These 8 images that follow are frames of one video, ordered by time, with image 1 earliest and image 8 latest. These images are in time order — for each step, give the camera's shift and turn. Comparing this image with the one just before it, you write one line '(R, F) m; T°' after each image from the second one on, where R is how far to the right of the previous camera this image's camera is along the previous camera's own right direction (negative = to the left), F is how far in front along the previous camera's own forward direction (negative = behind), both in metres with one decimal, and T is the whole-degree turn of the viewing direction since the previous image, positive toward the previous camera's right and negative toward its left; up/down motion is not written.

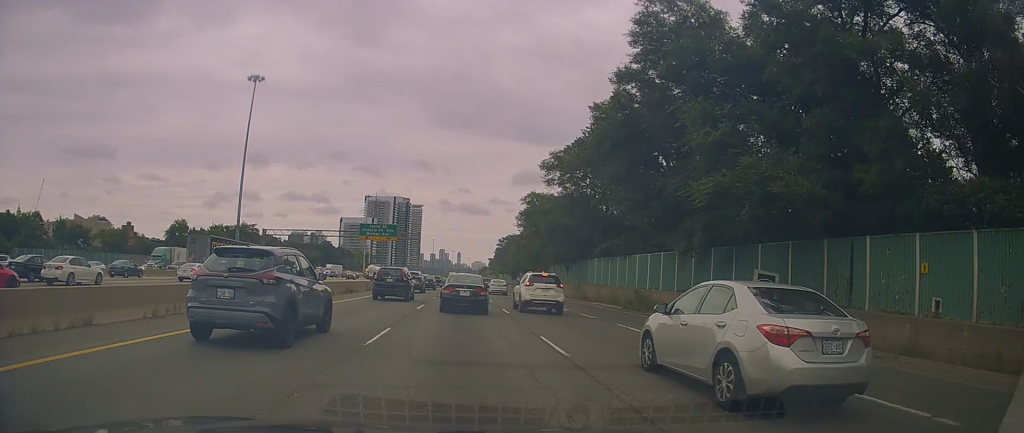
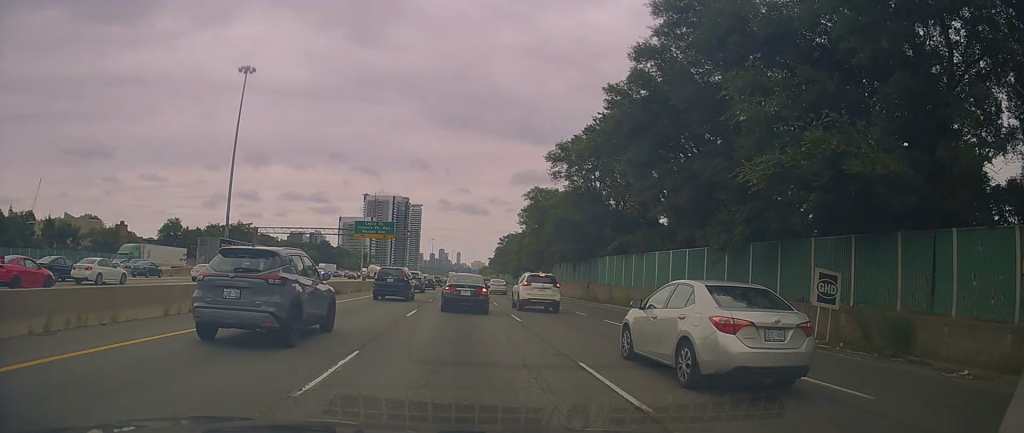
(0.0, +4.7) m; 0°
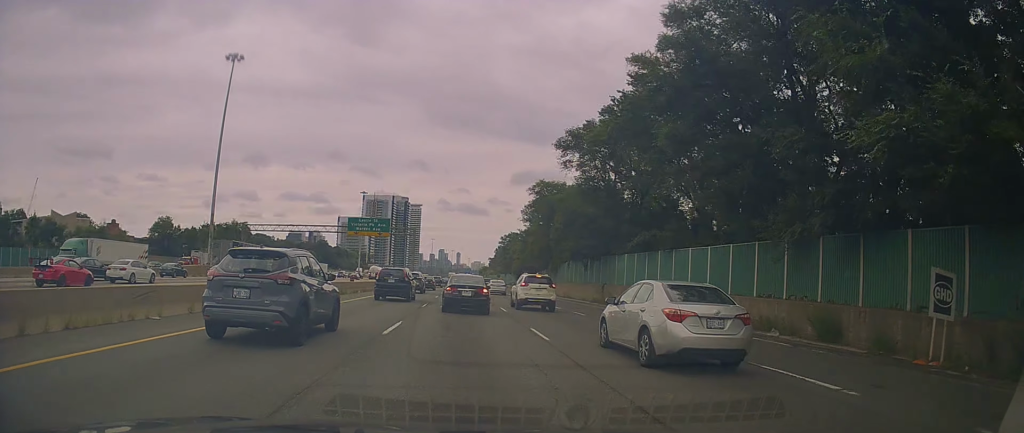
(0.0, +6.0) m; -3°
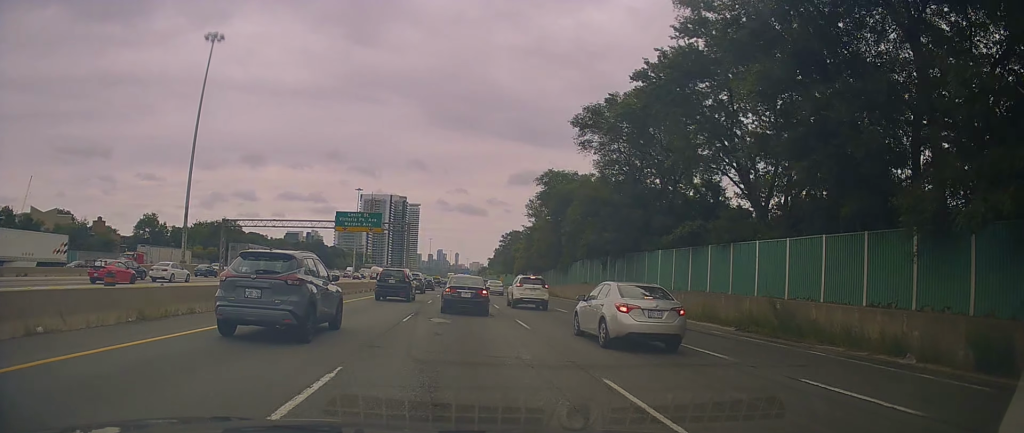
(-0.4, +8.4) m; -1°
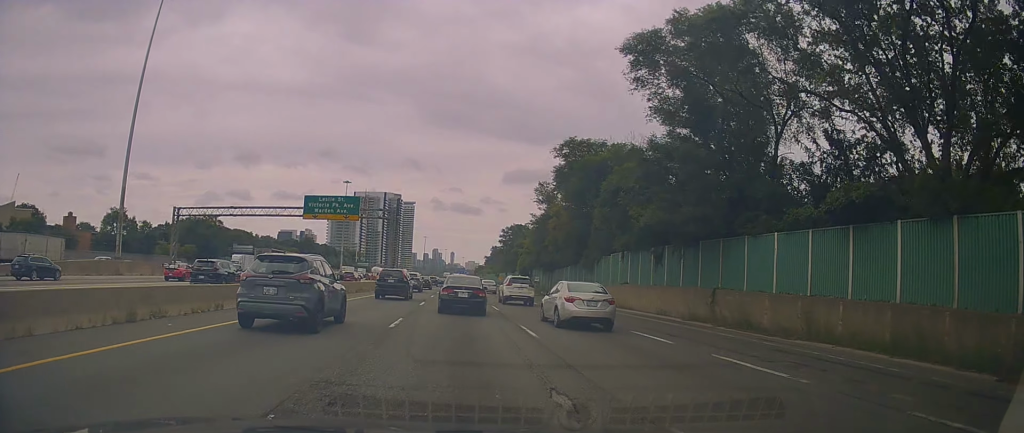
(+0.8, +15.2) m; +5°
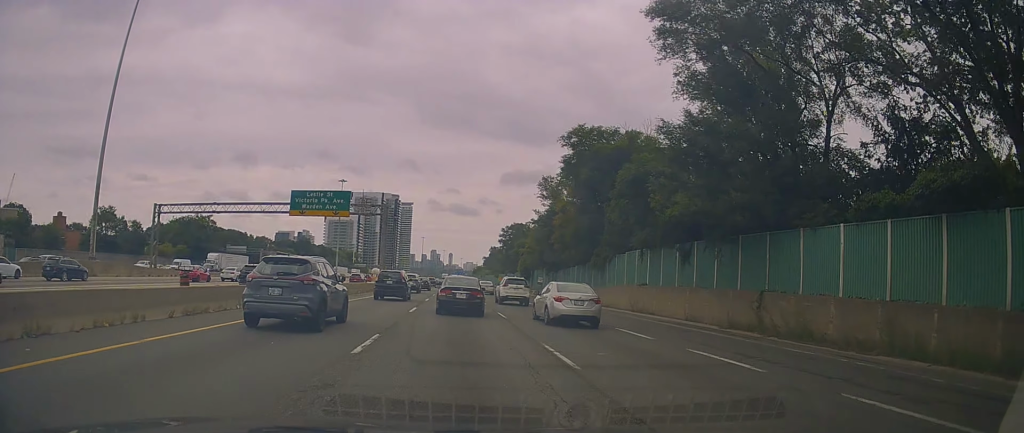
(-0.2, +4.7) m; 0°
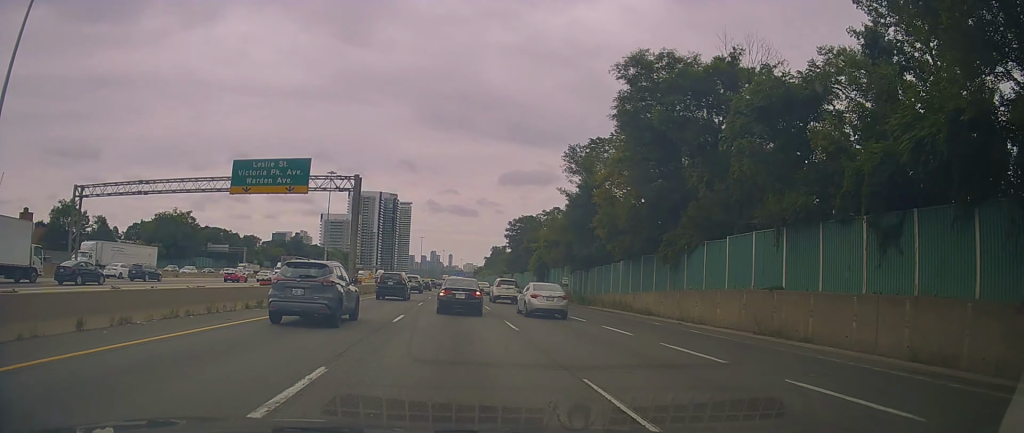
(-0.1, +16.2) m; -3°
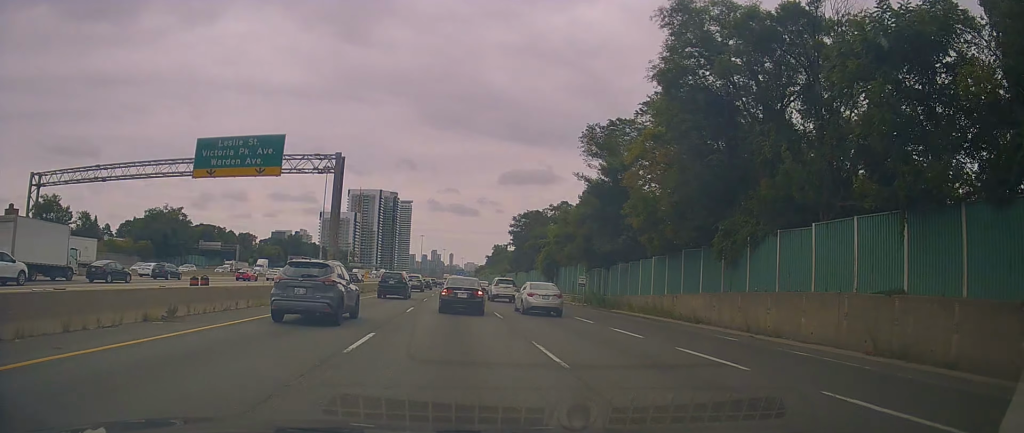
(0.0, +6.6) m; +2°
